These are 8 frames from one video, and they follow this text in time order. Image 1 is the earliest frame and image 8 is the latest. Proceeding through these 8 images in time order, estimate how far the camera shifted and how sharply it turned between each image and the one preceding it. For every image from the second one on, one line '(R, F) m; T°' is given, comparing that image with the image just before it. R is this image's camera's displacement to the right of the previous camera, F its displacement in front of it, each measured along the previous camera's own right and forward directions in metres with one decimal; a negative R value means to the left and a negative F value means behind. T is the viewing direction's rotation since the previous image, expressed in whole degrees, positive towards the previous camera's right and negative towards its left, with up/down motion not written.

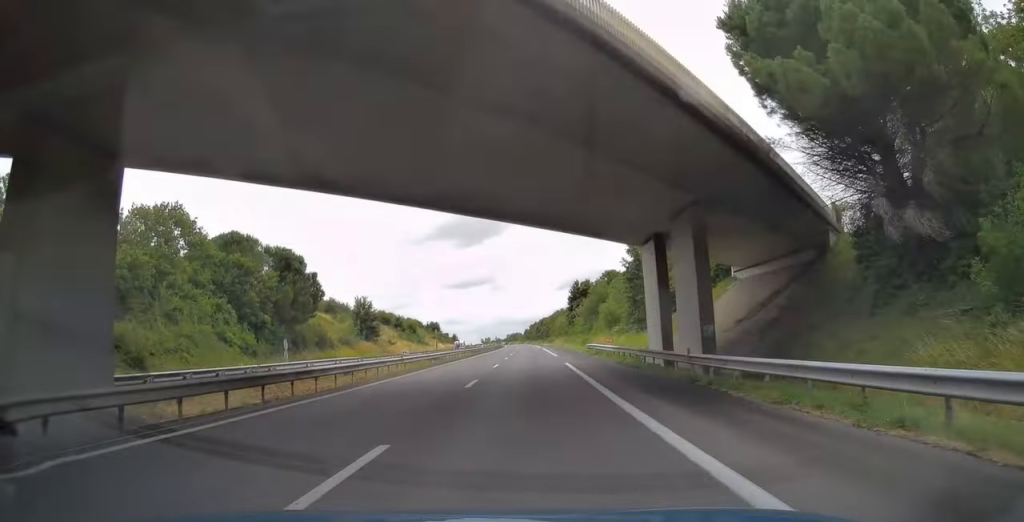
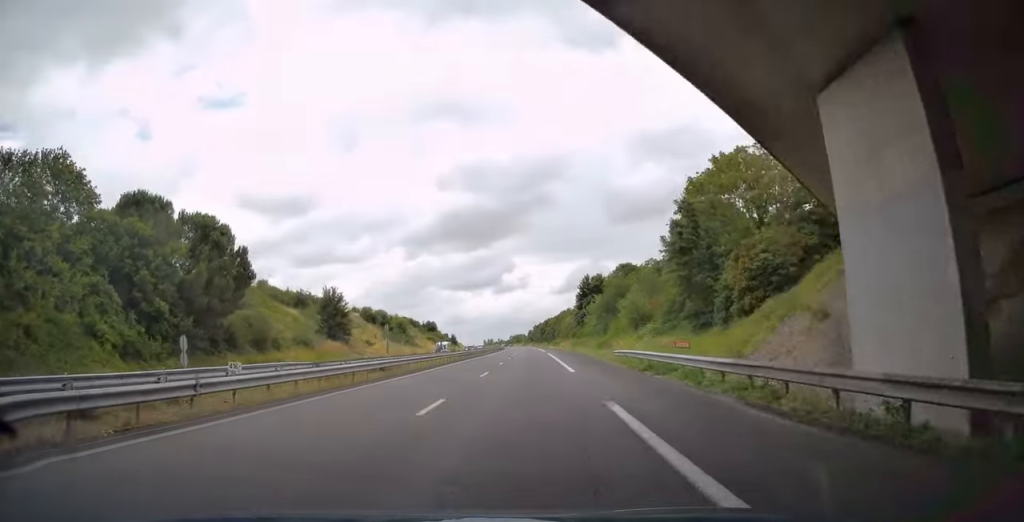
(-0.1, +19.2) m; -1°
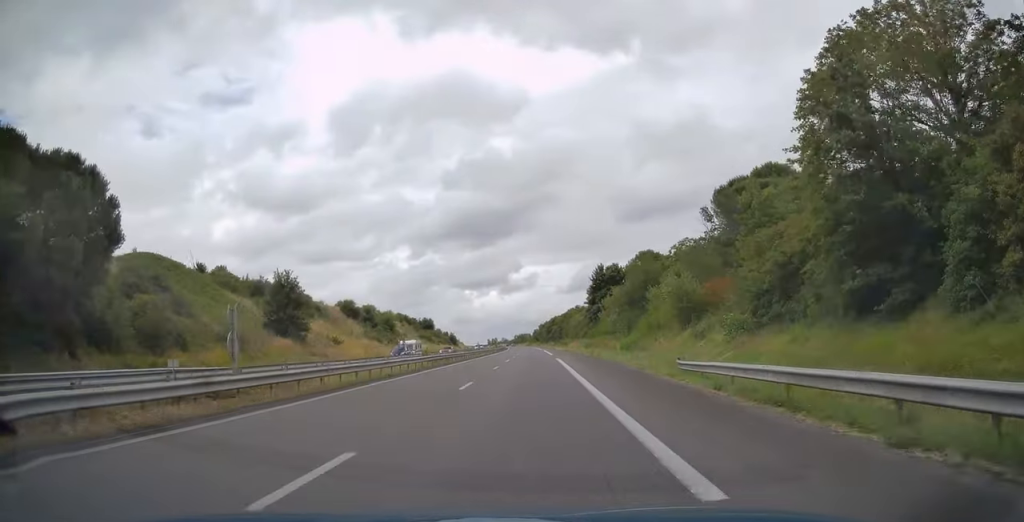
(-0.1, +19.7) m; -1°
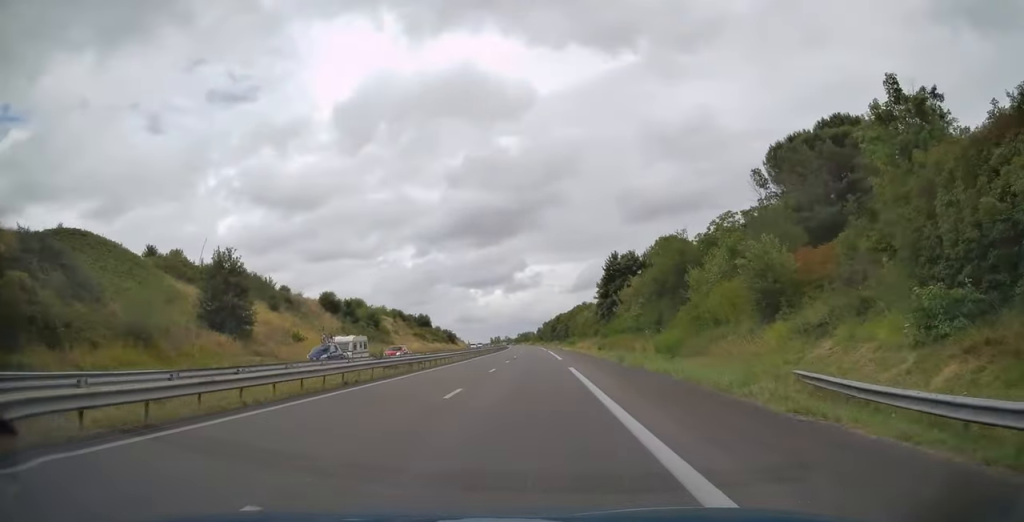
(-0.2, +15.9) m; -1°
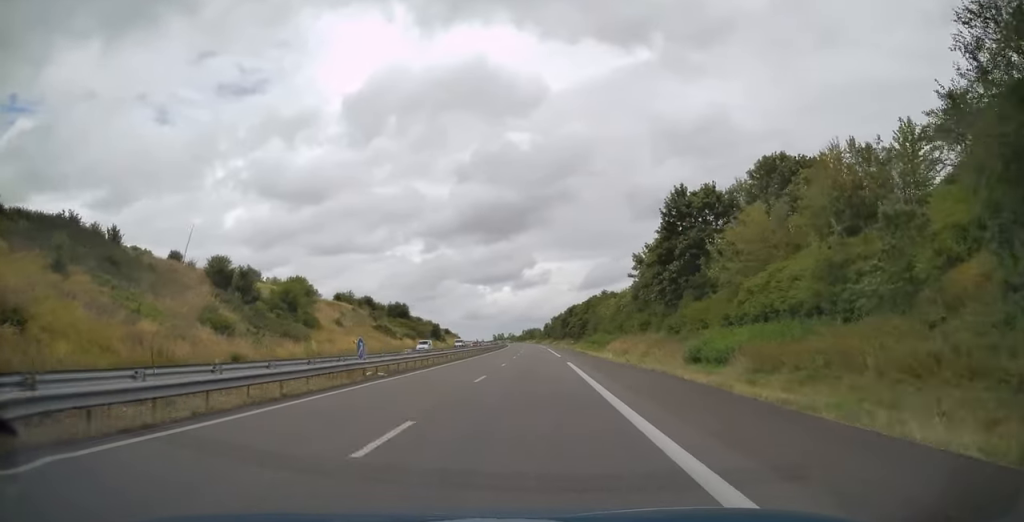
(-0.4, +45.8) m; -1°
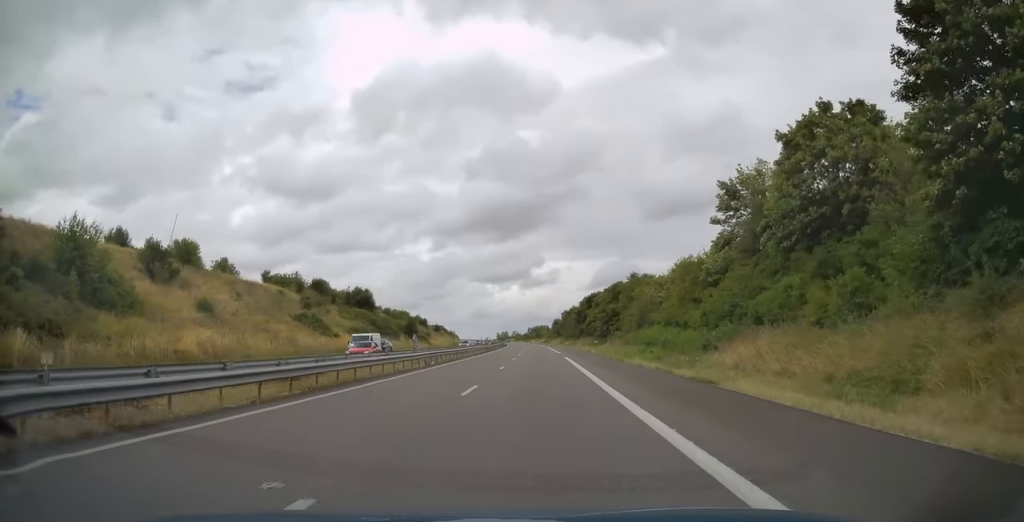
(-0.1, +43.6) m; 0°
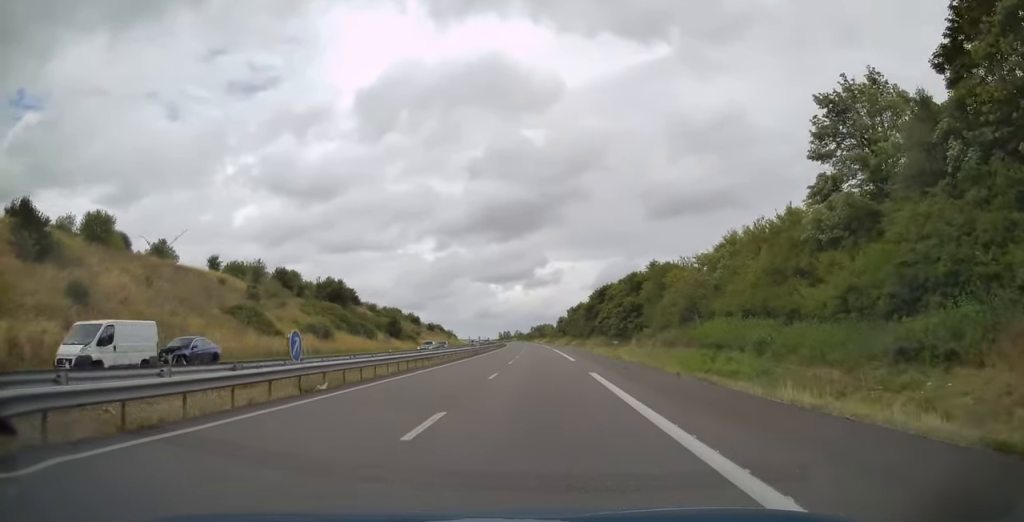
(+0.1, +19.6) m; 0°
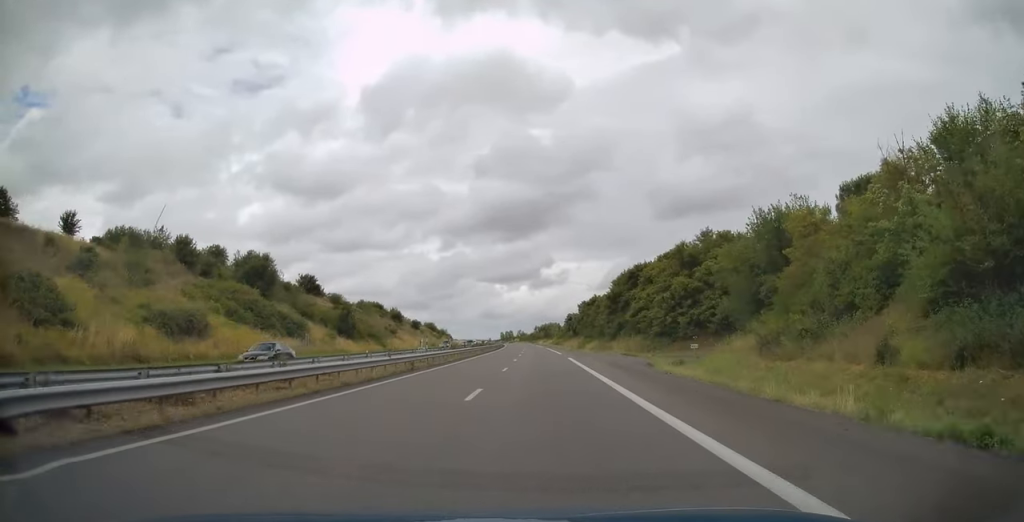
(-0.4, +33.1) m; -1°
